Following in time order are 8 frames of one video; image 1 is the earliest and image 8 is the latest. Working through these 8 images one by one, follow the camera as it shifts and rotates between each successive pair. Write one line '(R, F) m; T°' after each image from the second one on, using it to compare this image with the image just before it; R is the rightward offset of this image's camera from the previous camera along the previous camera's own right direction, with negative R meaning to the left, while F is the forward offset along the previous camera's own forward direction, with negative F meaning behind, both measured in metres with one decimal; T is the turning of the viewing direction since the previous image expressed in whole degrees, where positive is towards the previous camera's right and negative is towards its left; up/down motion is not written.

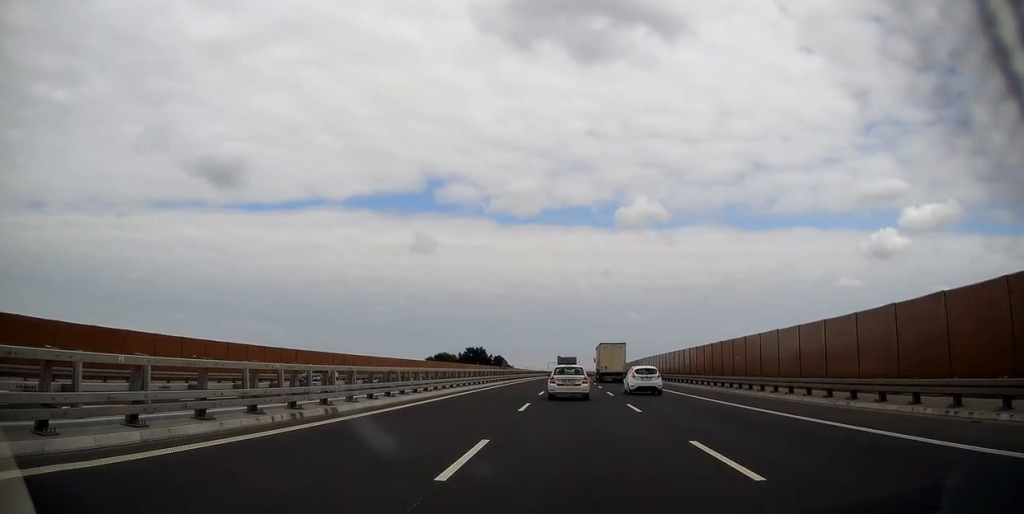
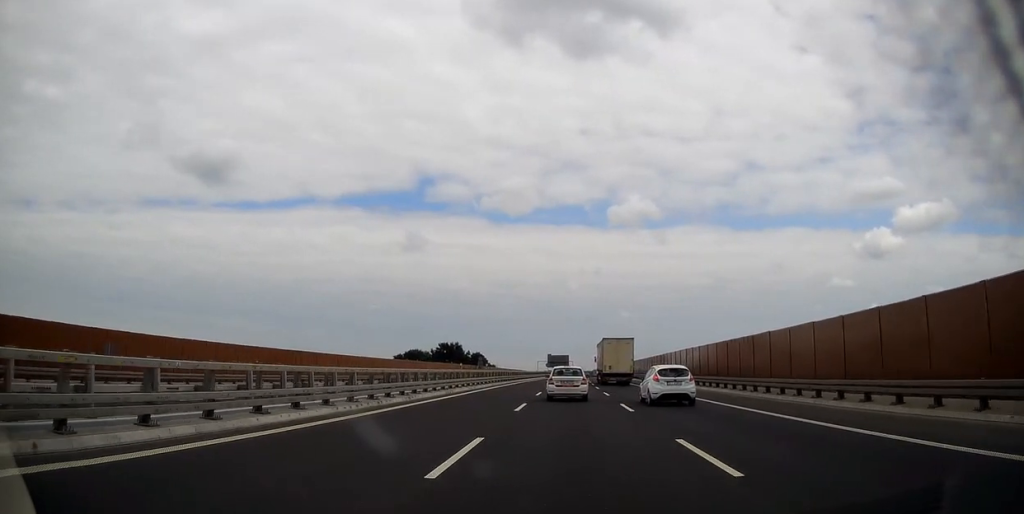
(+0.3, +35.6) m; +1°
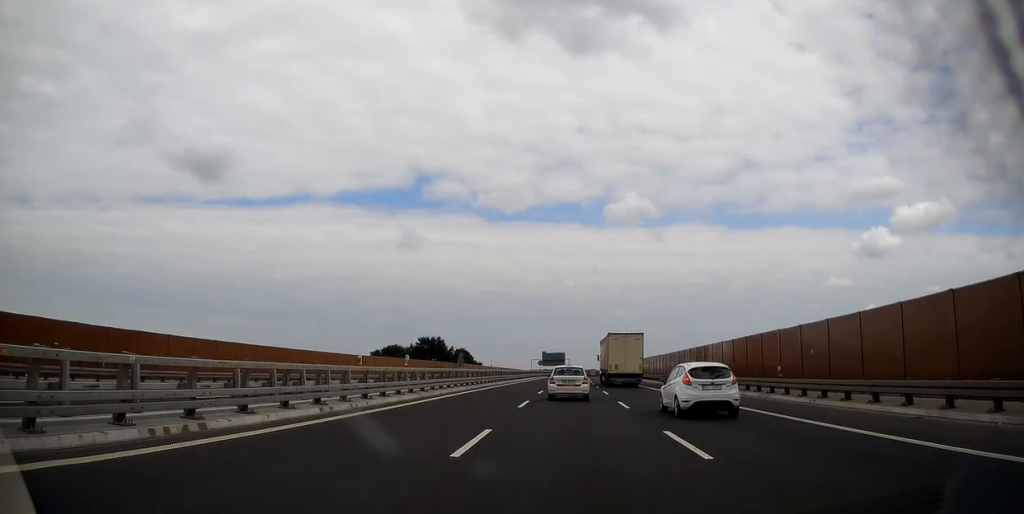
(+0.1, +22.7) m; +1°
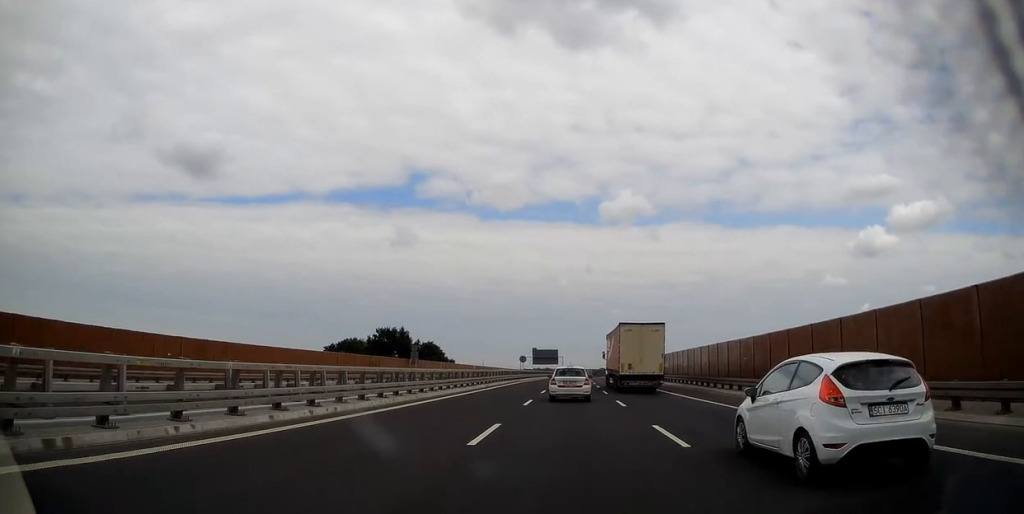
(+0.1, +34.5) m; 0°
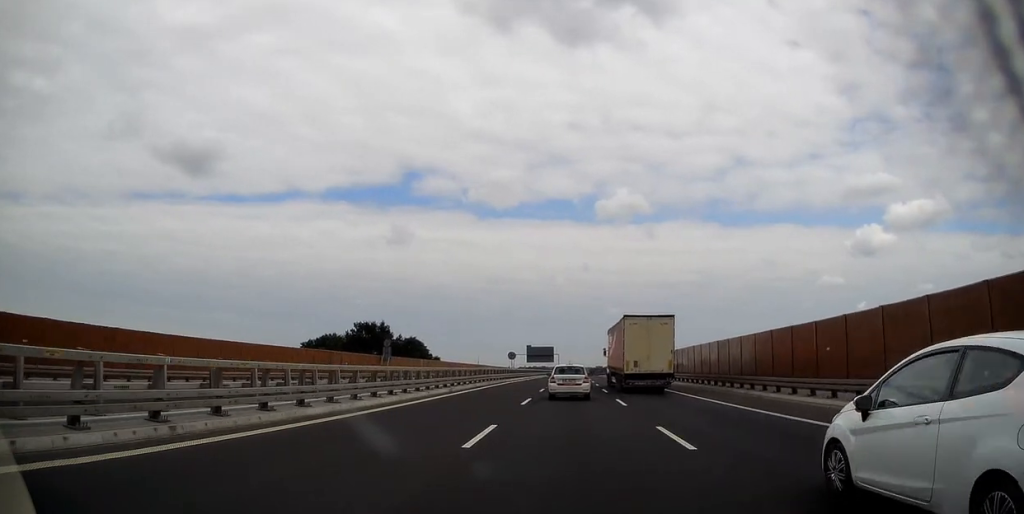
(-0.1, +12.7) m; 0°
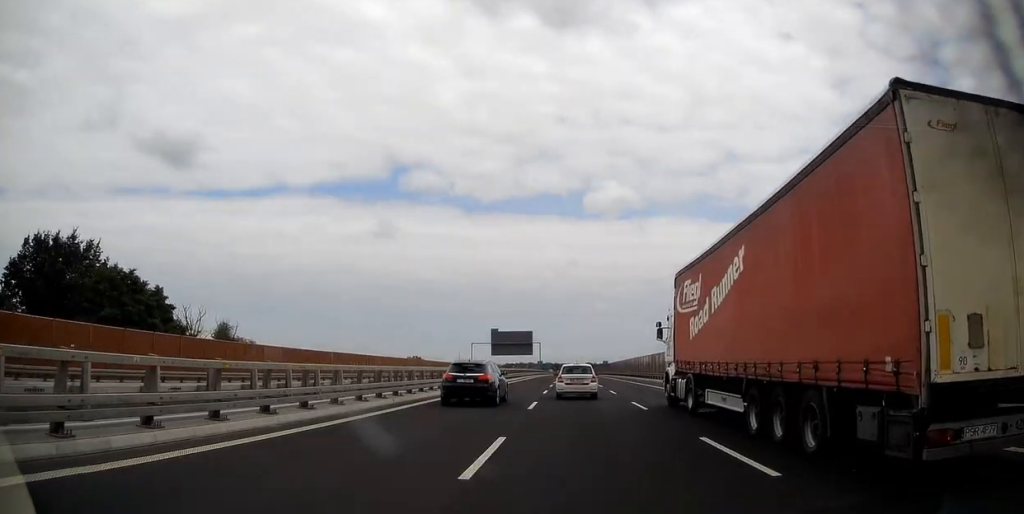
(+1.4, +86.9) m; +2°
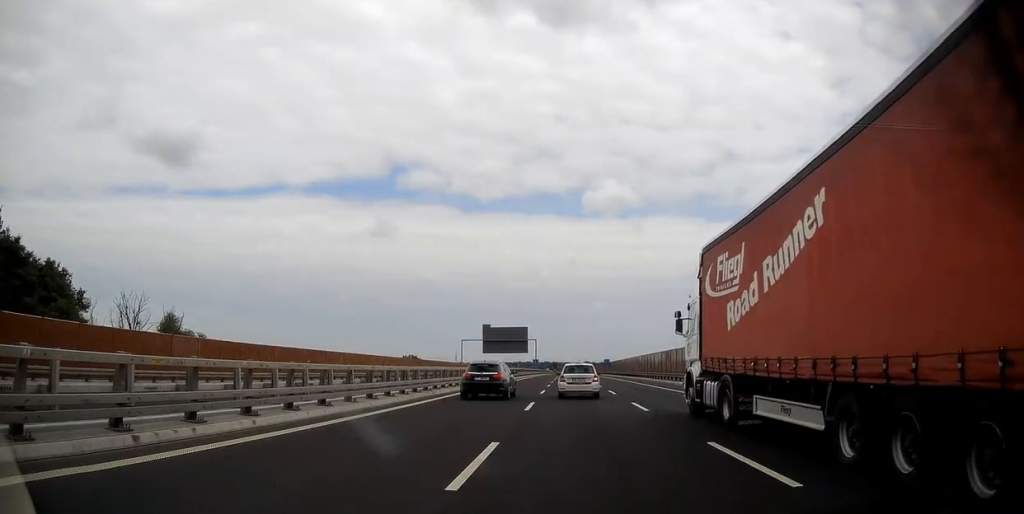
(0.0, +12.7) m; 0°
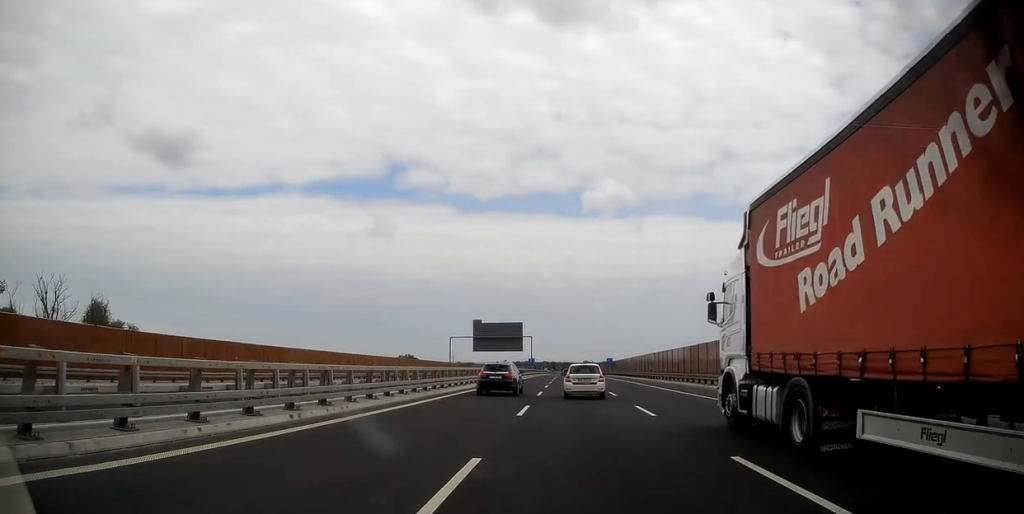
(0.0, +13.8) m; 0°
